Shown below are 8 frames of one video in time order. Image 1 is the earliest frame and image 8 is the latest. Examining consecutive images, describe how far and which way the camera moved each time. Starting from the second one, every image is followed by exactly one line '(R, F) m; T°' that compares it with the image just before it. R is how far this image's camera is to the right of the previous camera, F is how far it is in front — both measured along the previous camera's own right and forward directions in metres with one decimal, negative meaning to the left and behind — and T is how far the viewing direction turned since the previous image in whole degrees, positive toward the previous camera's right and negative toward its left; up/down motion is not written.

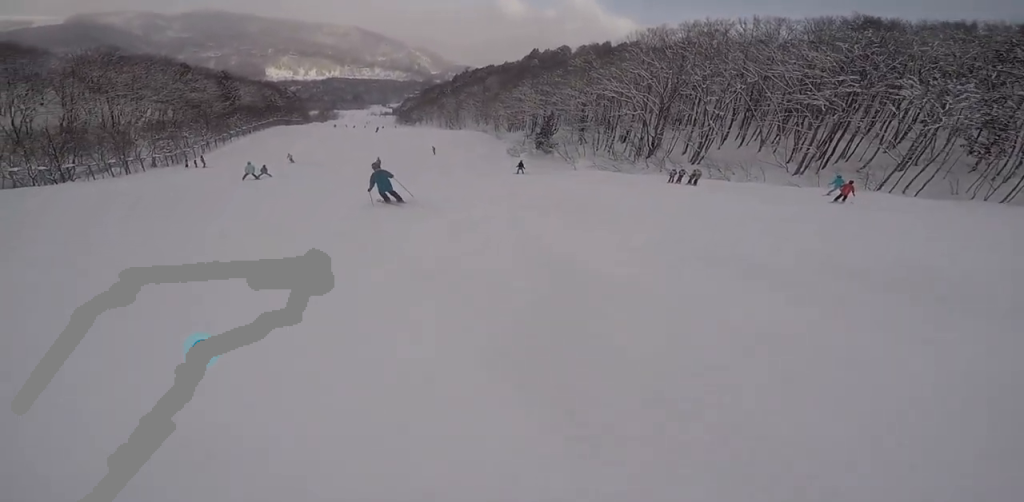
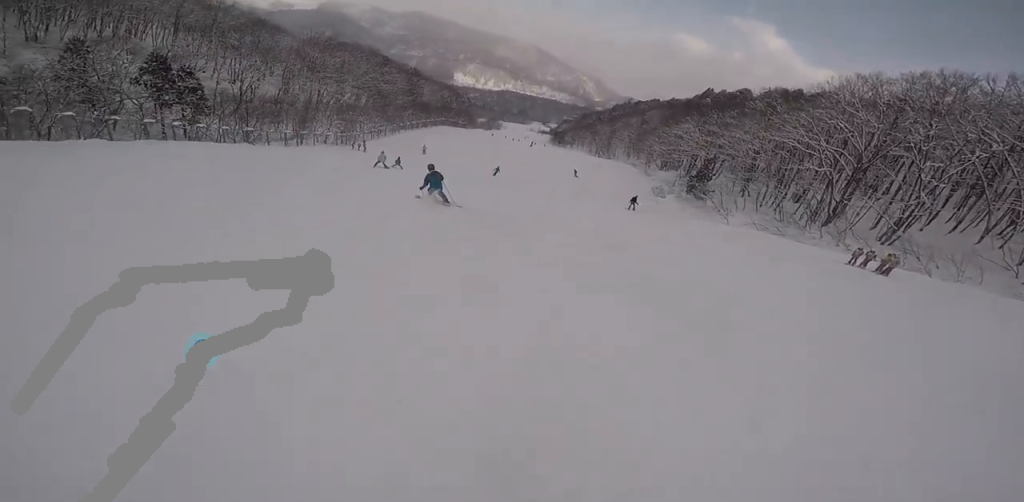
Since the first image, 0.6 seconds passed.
(-0.8, +3.2) m; -16°
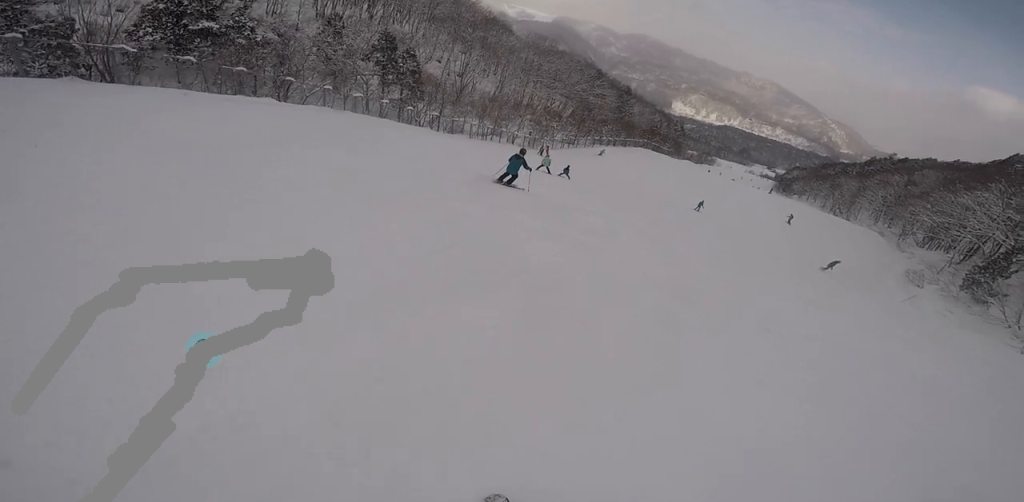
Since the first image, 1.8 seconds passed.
(-0.8, +6.9) m; -12°
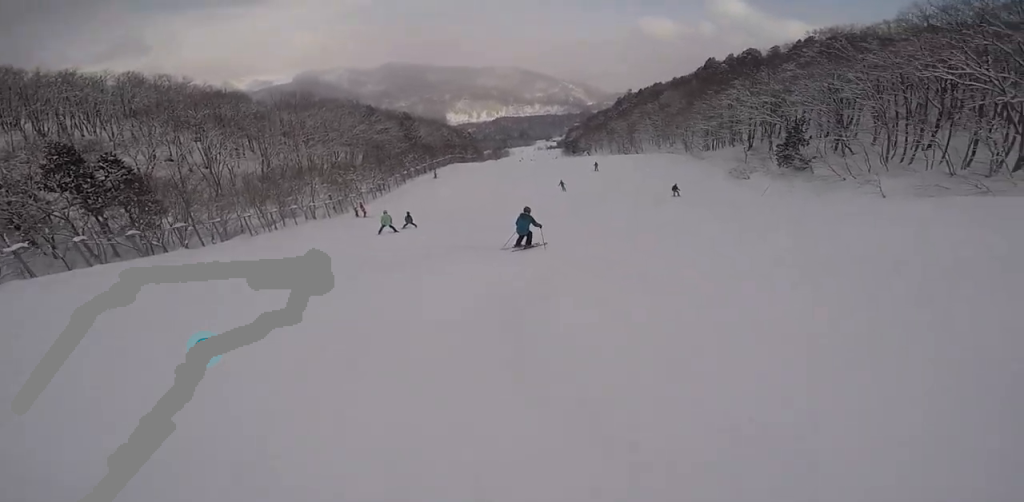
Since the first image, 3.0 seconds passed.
(-0.1, +7.0) m; +9°
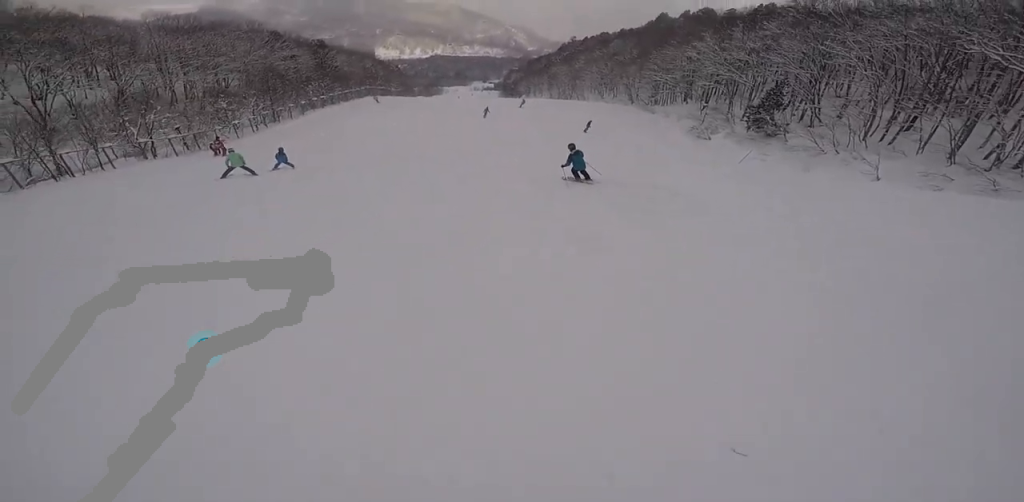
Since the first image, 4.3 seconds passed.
(+1.5, +8.1) m; +2°
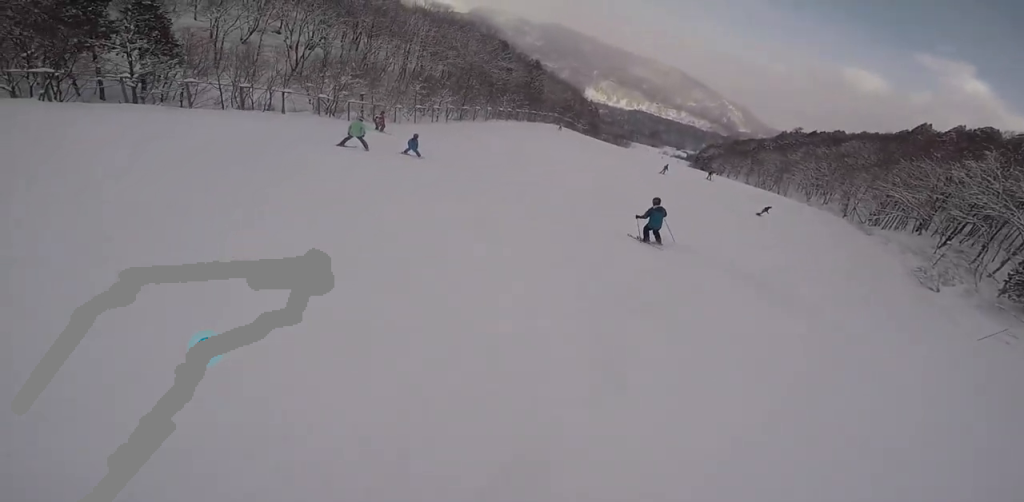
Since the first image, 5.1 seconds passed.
(-0.5, +5.0) m; -7°
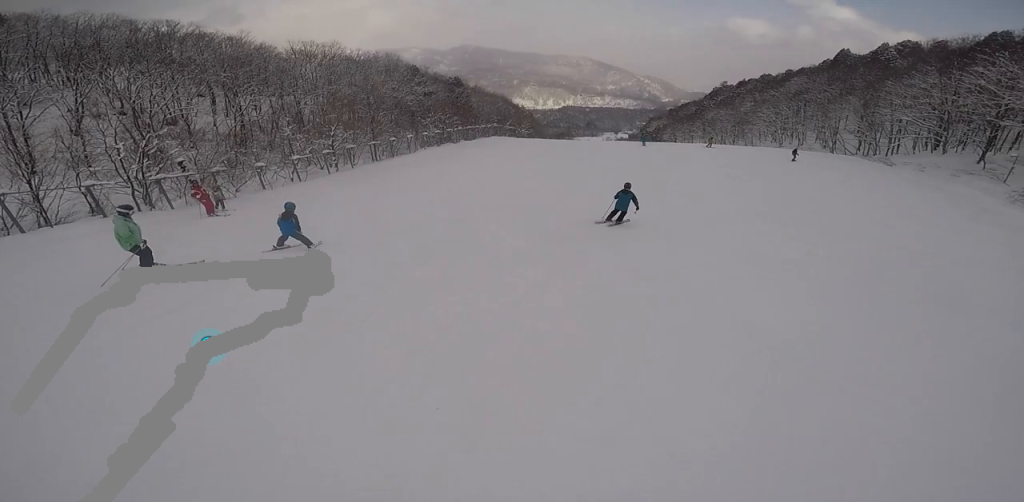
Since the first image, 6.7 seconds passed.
(+0.2, +12.1) m; +11°
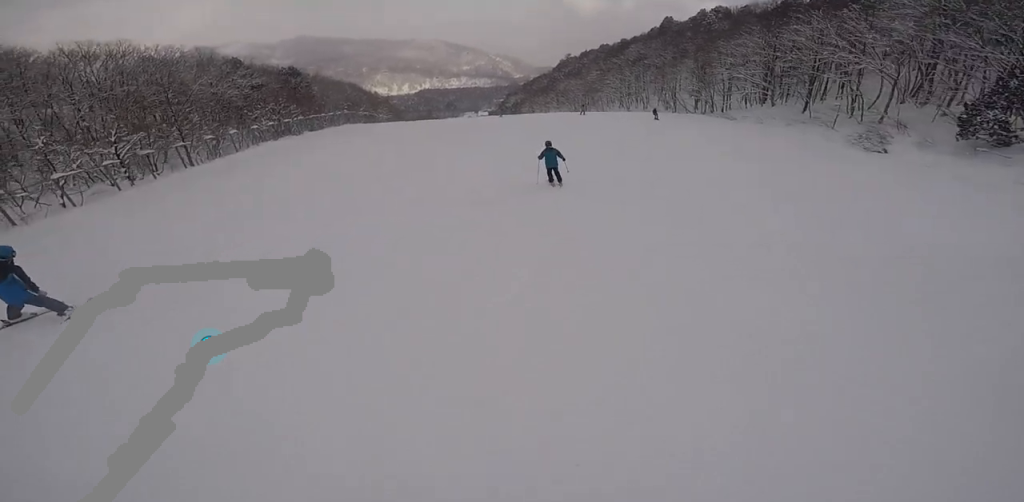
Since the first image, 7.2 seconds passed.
(0.0, +4.0) m; +5°
